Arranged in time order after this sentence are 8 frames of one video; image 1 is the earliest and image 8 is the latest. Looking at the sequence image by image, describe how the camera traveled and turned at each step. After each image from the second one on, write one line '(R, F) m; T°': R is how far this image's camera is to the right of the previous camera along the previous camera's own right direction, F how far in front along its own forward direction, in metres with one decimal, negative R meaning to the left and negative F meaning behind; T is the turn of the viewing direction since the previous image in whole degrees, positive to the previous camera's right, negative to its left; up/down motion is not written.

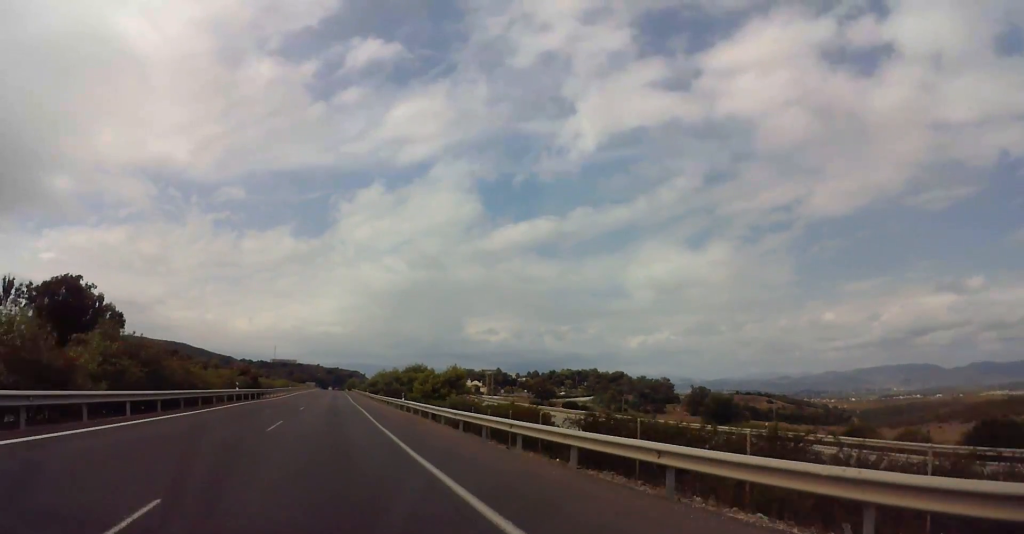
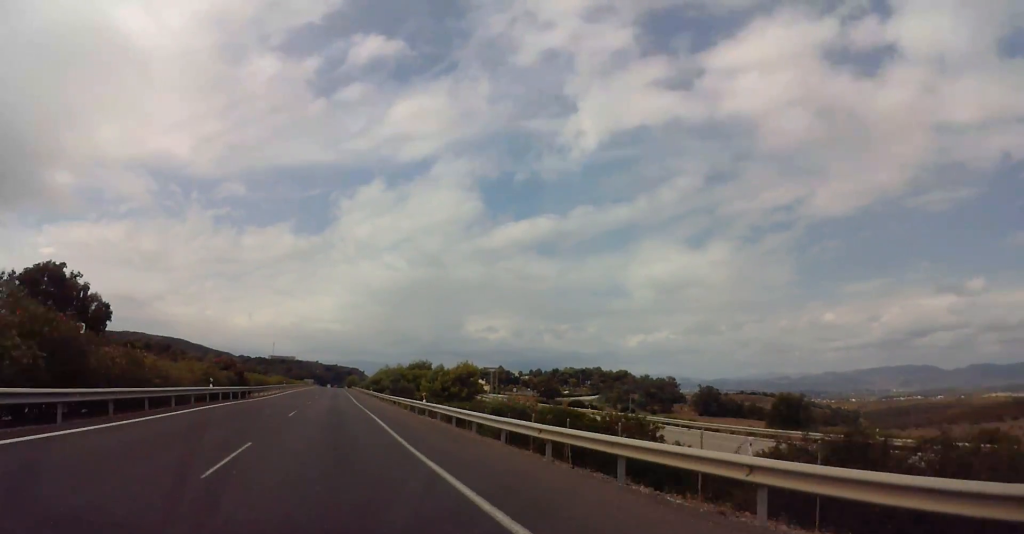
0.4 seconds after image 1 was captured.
(0.0, +10.0) m; 0°
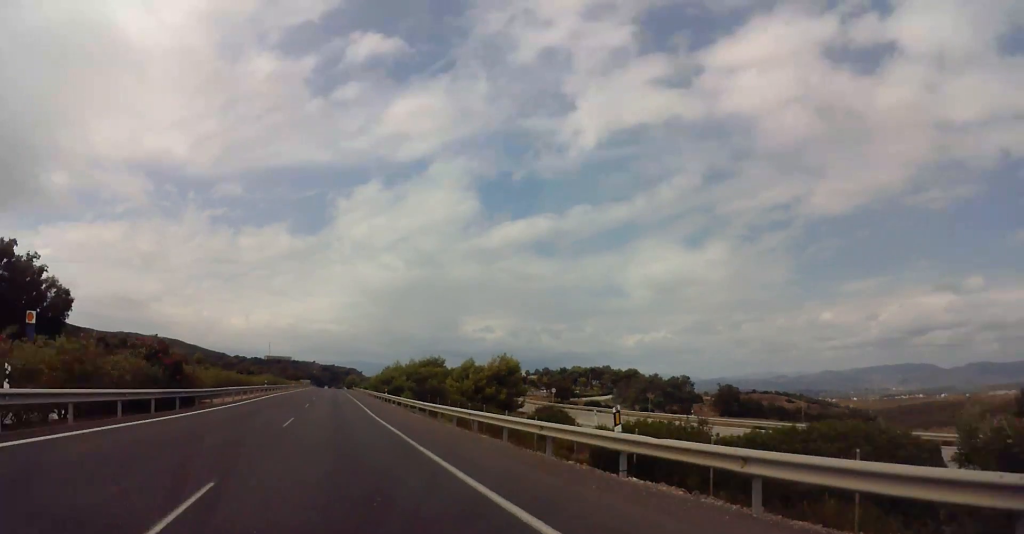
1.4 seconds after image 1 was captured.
(-0.1, +24.2) m; -1°
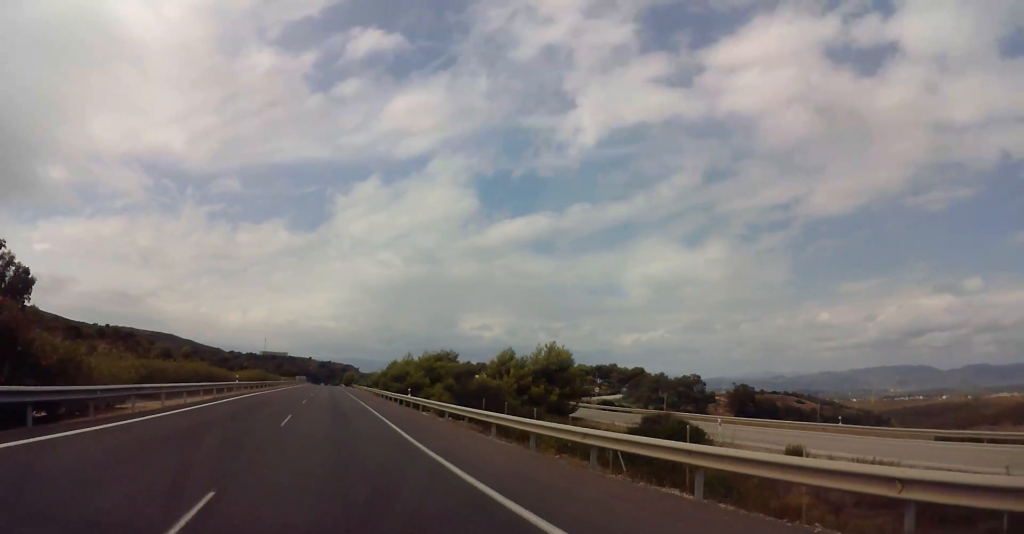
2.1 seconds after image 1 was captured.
(-0.1, +18.2) m; -1°
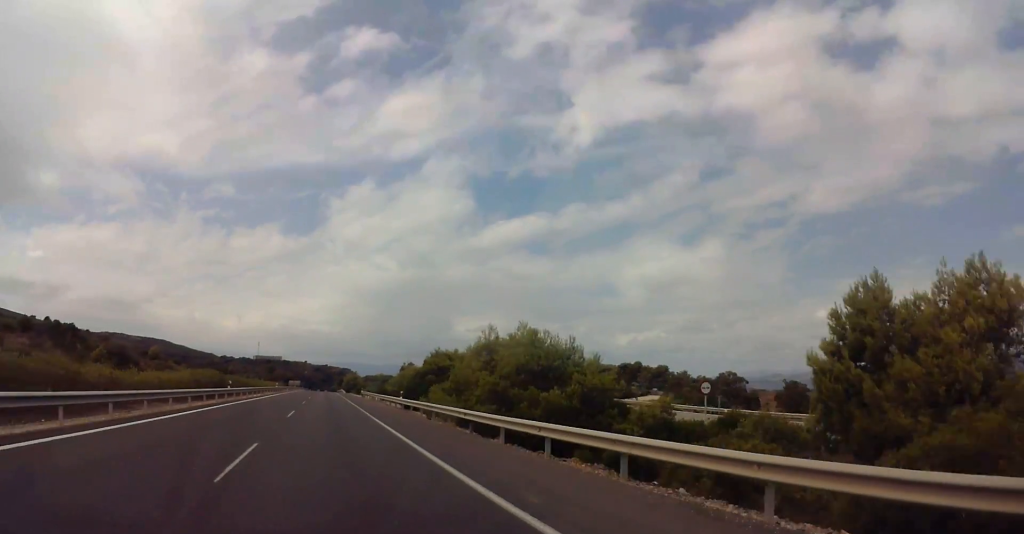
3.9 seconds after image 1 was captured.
(+0.4, +45.8) m; +2°
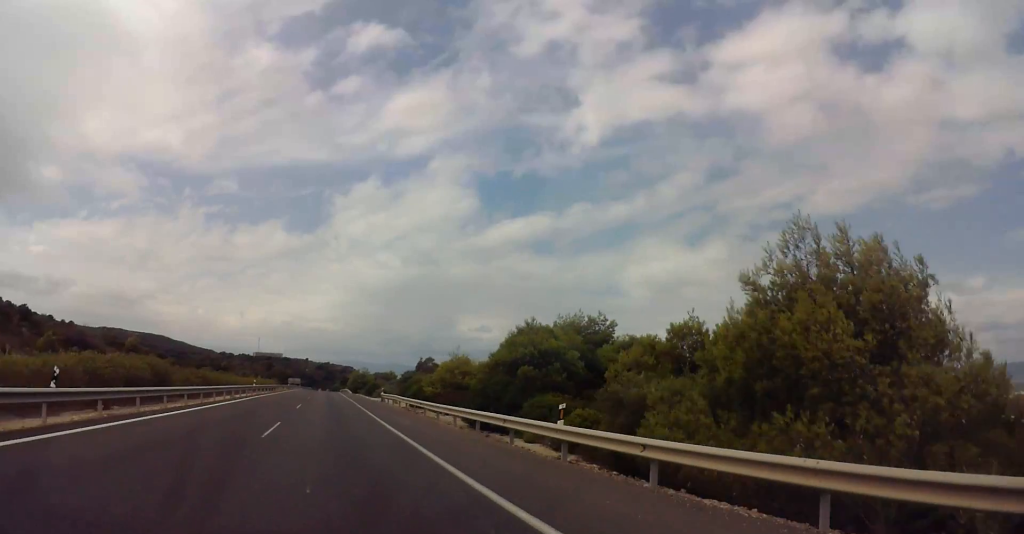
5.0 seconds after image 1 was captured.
(+0.3, +29.8) m; 0°
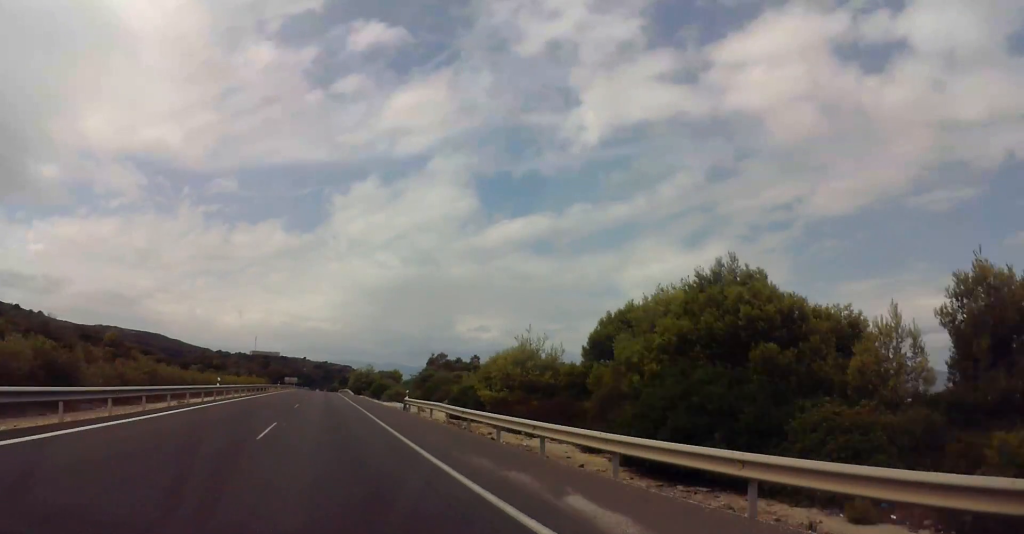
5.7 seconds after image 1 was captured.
(-0.2, +17.4) m; +1°
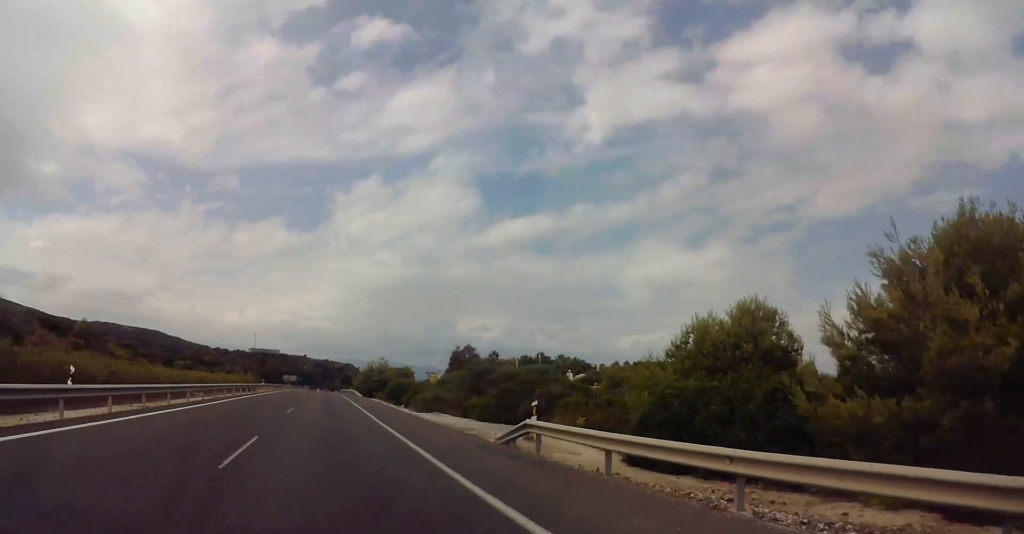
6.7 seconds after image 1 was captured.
(+0.4, +24.4) m; 0°
